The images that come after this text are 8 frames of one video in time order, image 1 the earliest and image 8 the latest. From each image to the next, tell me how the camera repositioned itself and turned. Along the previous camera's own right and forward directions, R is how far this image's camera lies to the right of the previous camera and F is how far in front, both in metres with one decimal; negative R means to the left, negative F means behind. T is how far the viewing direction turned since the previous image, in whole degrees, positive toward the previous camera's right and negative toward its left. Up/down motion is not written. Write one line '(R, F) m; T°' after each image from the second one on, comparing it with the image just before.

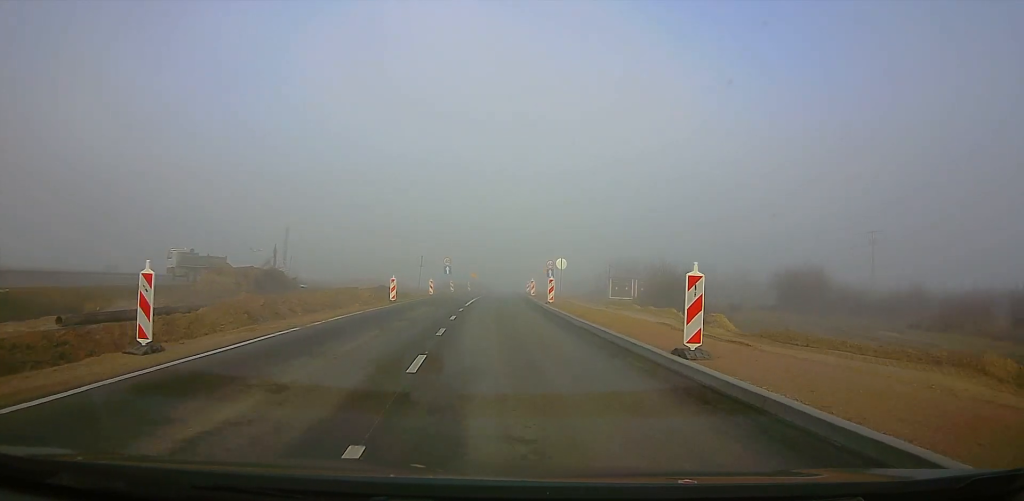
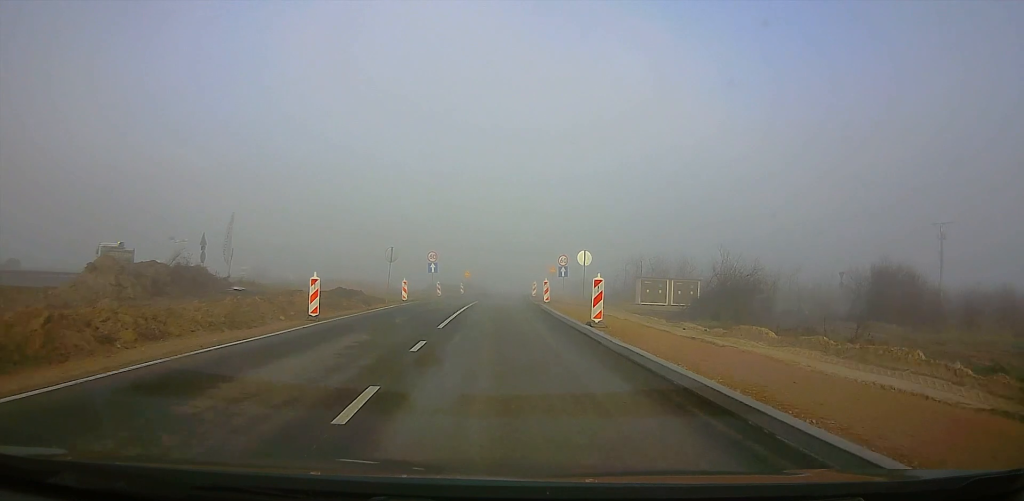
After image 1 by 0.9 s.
(+0.1, +17.2) m; +1°
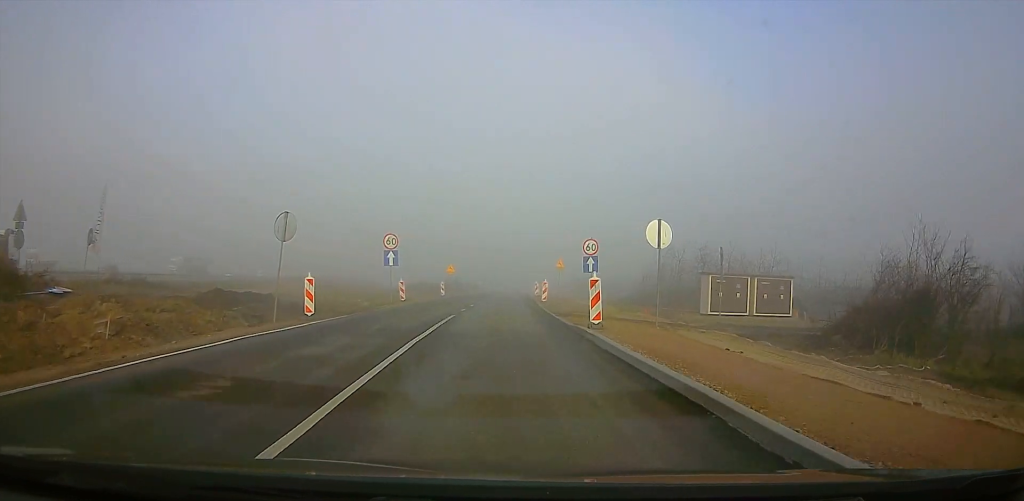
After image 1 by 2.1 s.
(+0.4, +20.3) m; 0°
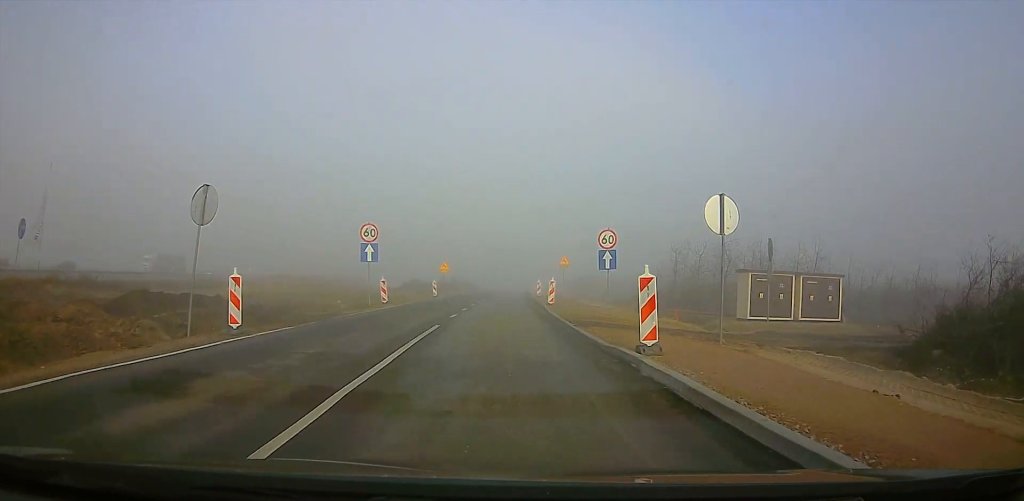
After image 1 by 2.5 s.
(+0.1, +6.8) m; -1°
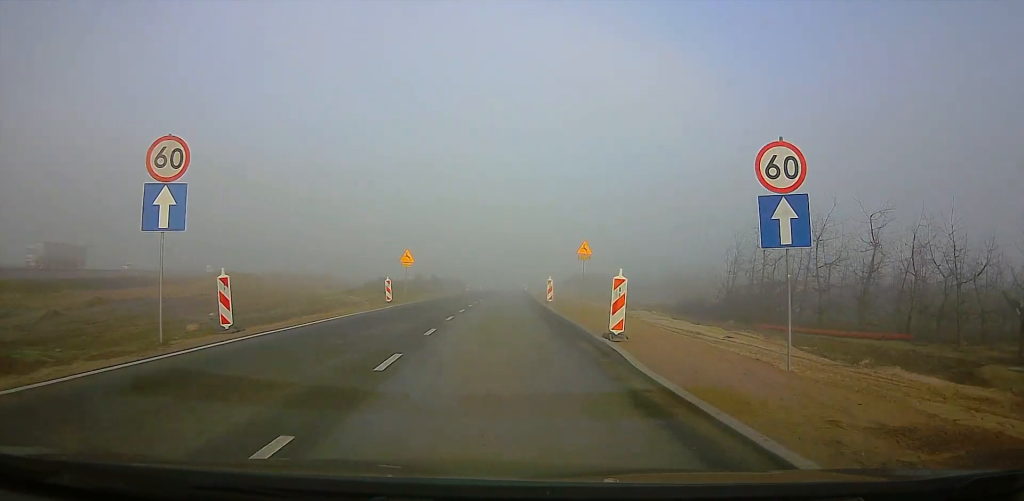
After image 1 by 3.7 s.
(-0.5, +22.6) m; 0°
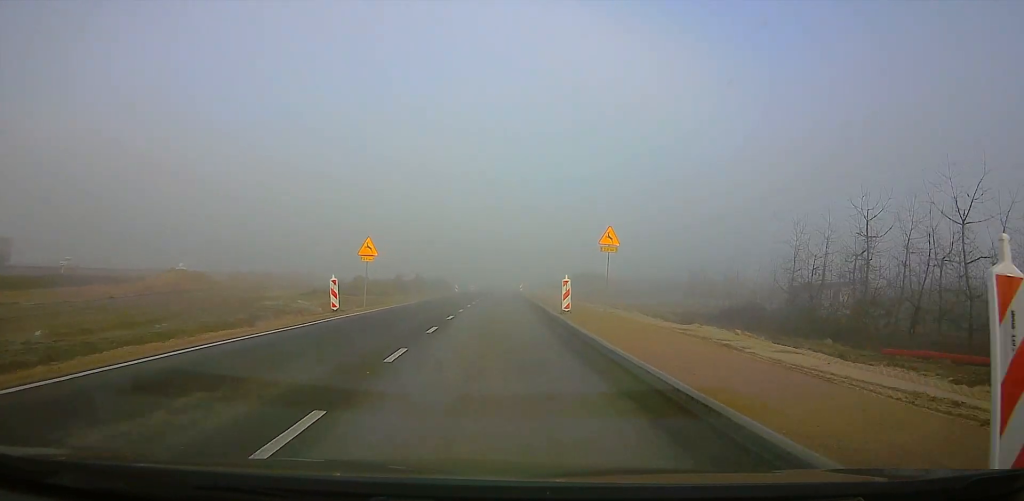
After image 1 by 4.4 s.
(+0.2, +11.7) m; +1°
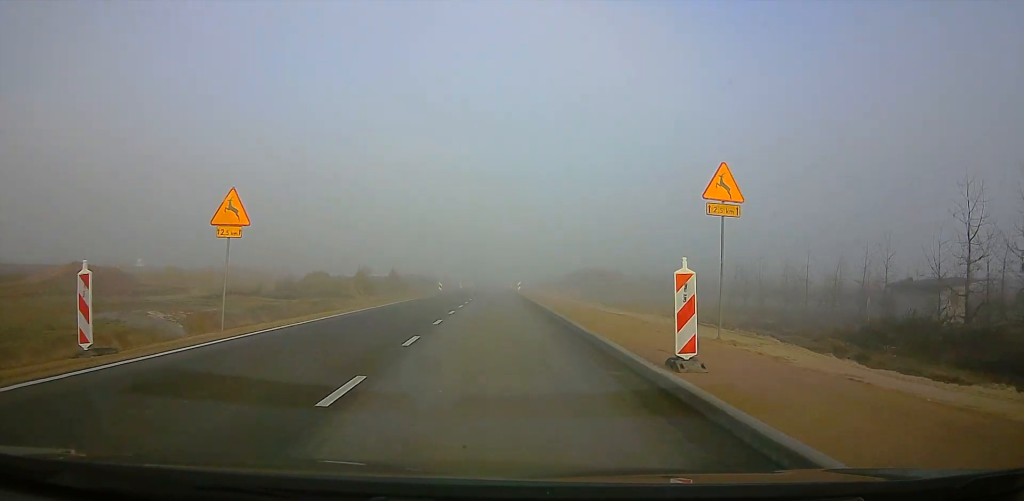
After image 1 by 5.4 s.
(+0.2, +17.0) m; +2°
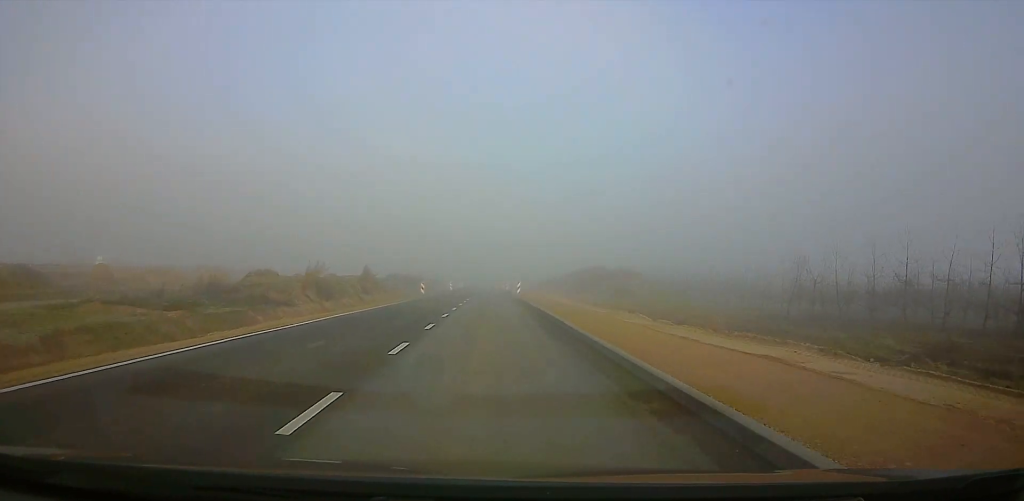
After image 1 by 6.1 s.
(+0.2, +12.9) m; +1°
